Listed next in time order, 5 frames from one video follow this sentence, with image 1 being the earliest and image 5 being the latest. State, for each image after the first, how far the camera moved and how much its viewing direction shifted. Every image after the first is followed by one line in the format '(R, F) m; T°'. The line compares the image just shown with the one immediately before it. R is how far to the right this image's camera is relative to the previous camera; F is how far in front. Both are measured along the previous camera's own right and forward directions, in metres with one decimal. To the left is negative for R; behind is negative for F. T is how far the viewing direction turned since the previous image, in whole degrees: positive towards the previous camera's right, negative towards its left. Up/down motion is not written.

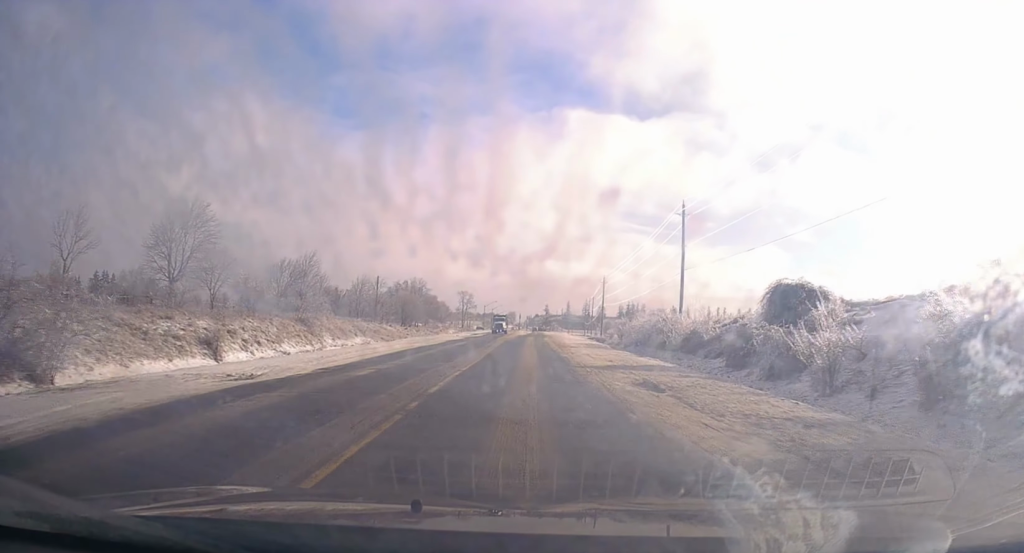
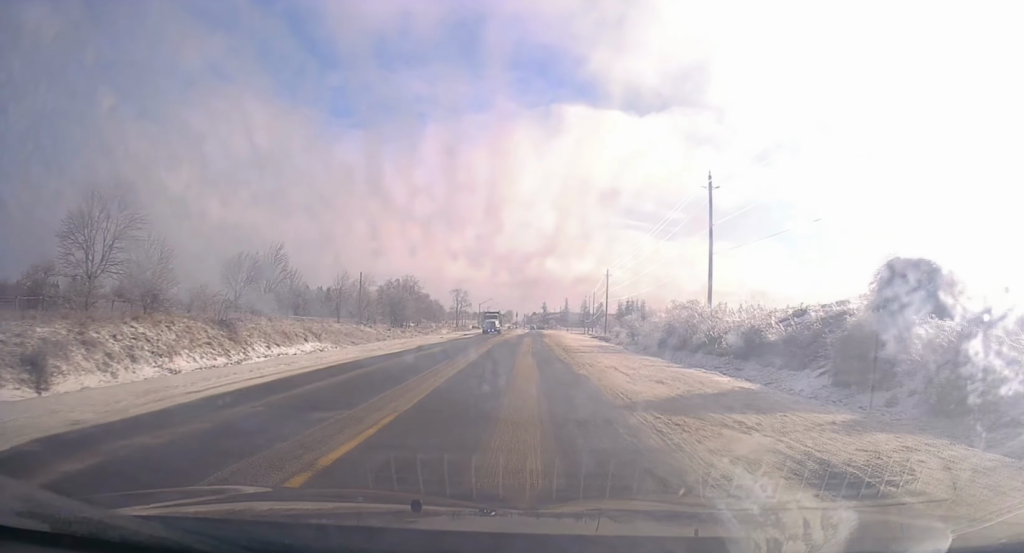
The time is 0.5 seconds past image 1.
(0.0, +10.8) m; 0°
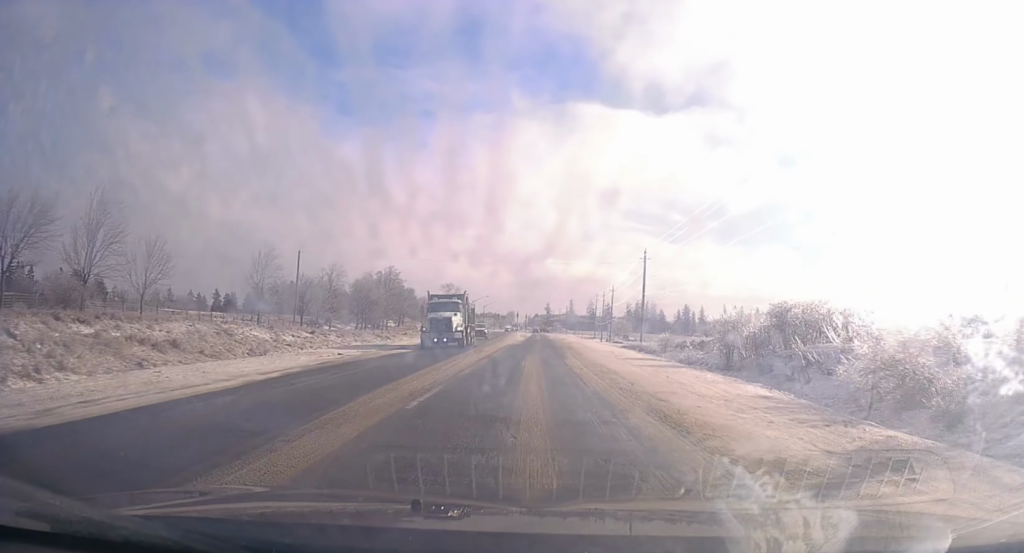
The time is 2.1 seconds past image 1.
(-0.5, +33.8) m; 0°
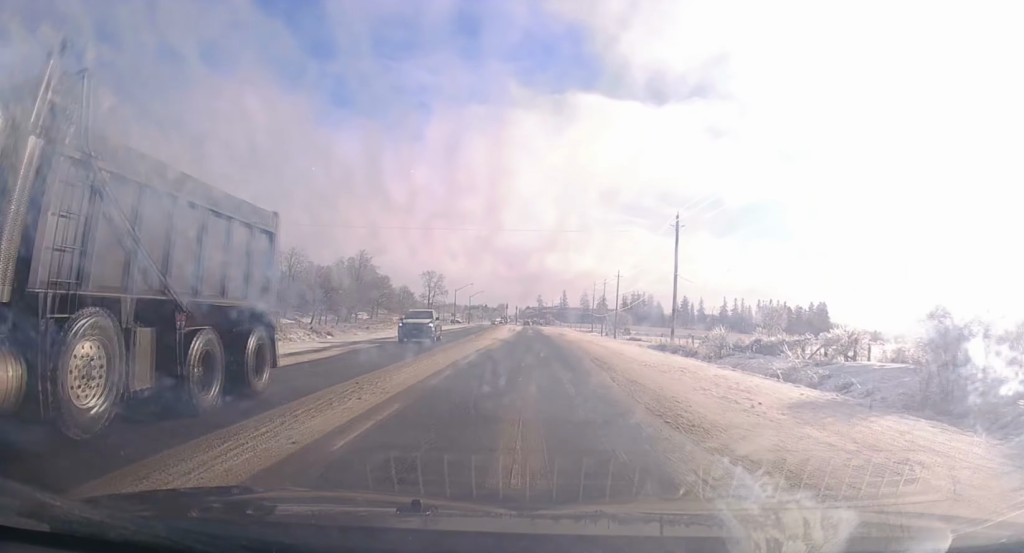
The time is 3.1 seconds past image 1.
(+0.5, +22.0) m; +2°
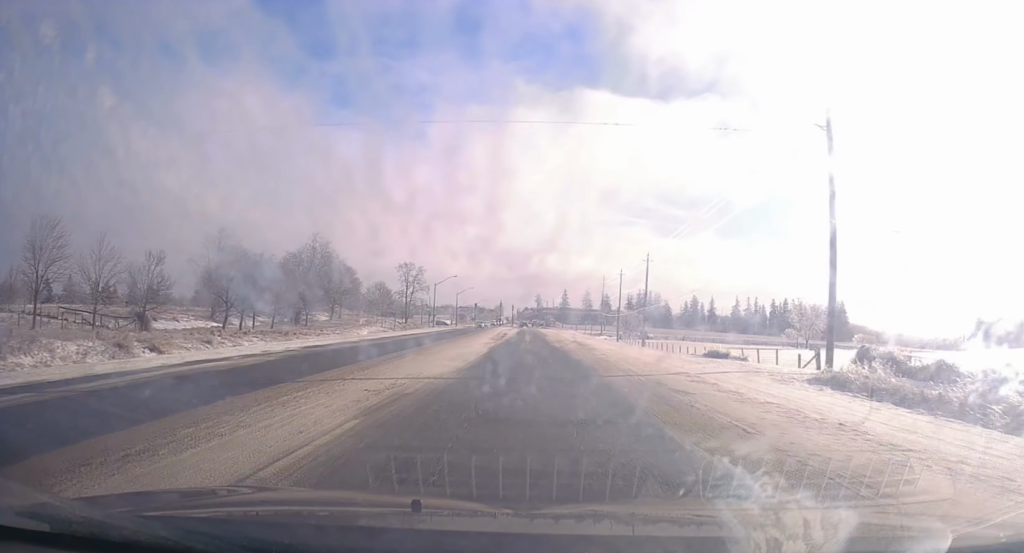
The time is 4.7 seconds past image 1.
(+0.4, +32.2) m; -1°
